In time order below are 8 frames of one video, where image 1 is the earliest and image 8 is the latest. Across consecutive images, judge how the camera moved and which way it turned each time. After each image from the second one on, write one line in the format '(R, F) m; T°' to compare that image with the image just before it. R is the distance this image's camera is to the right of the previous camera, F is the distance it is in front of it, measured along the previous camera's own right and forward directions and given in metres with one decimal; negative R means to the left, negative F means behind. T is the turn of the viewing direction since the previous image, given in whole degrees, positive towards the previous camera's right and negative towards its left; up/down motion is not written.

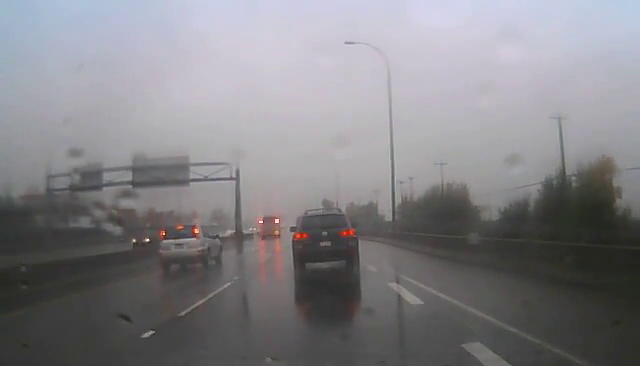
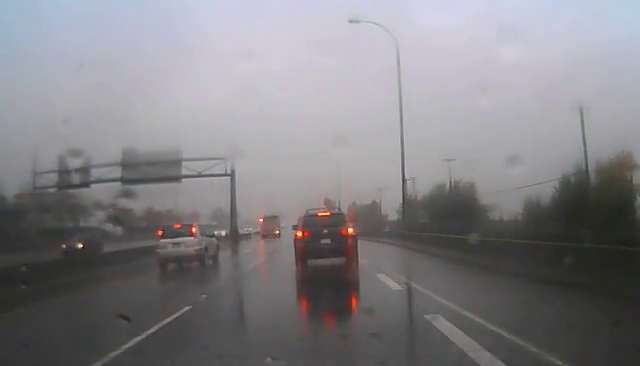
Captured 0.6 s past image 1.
(0.0, +4.8) m; -1°
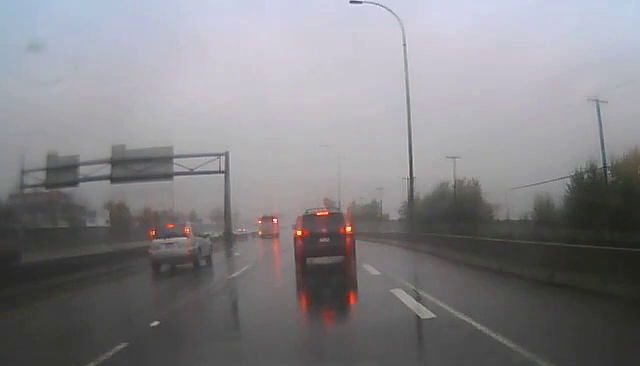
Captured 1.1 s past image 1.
(0.0, +3.3) m; 0°
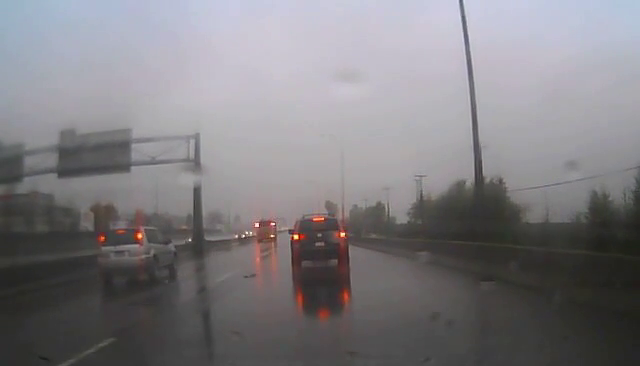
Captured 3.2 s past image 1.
(0.0, +13.9) m; 0°
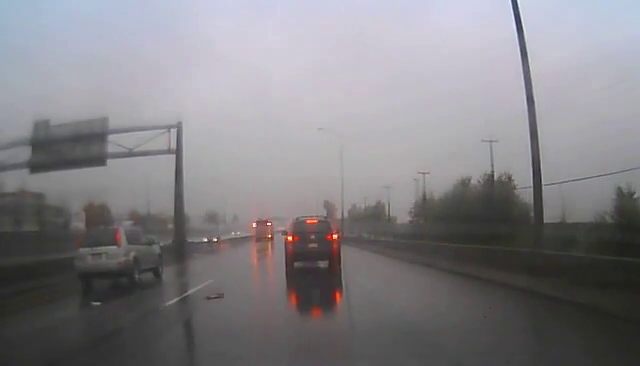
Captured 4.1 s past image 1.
(0.0, +5.1) m; 0°
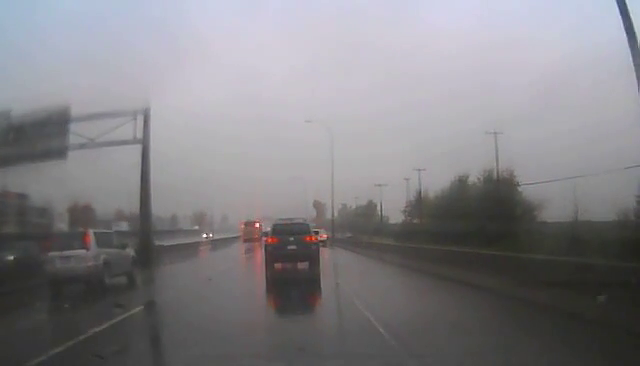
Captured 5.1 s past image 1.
(0.0, +5.1) m; 0°
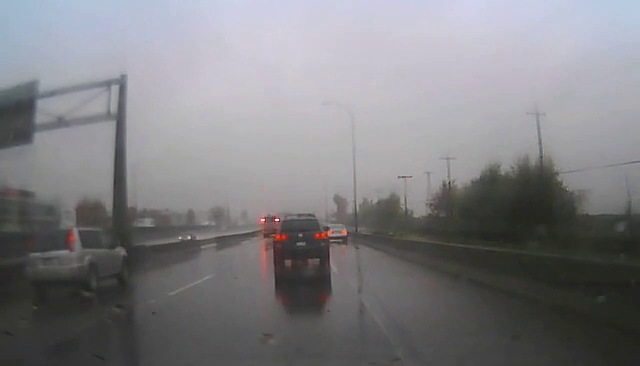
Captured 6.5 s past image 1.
(0.0, +6.7) m; -2°
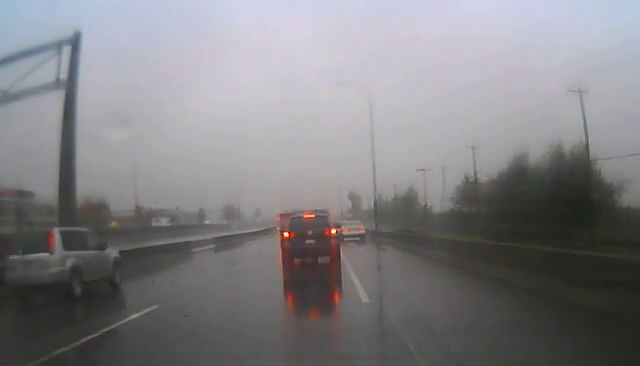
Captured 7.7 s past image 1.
(-0.1, +6.5) m; 0°
